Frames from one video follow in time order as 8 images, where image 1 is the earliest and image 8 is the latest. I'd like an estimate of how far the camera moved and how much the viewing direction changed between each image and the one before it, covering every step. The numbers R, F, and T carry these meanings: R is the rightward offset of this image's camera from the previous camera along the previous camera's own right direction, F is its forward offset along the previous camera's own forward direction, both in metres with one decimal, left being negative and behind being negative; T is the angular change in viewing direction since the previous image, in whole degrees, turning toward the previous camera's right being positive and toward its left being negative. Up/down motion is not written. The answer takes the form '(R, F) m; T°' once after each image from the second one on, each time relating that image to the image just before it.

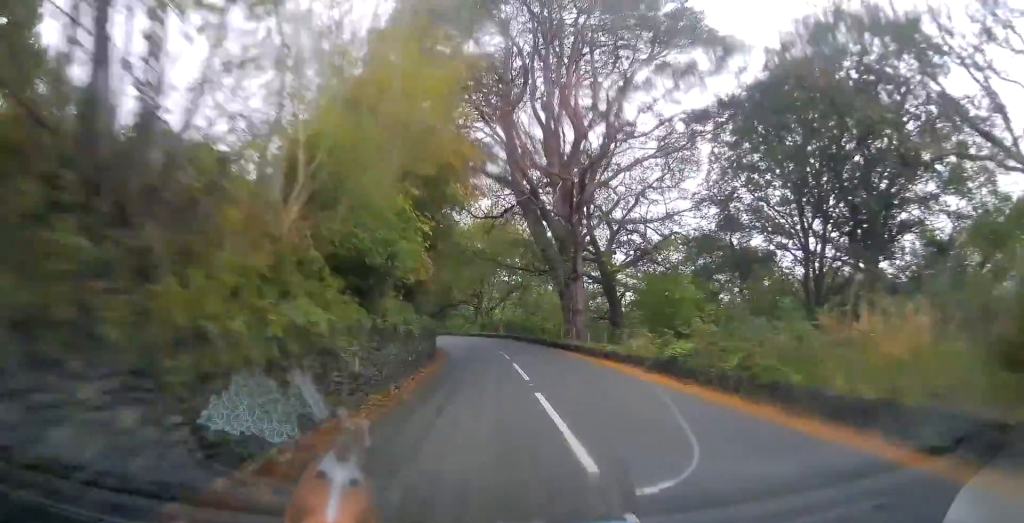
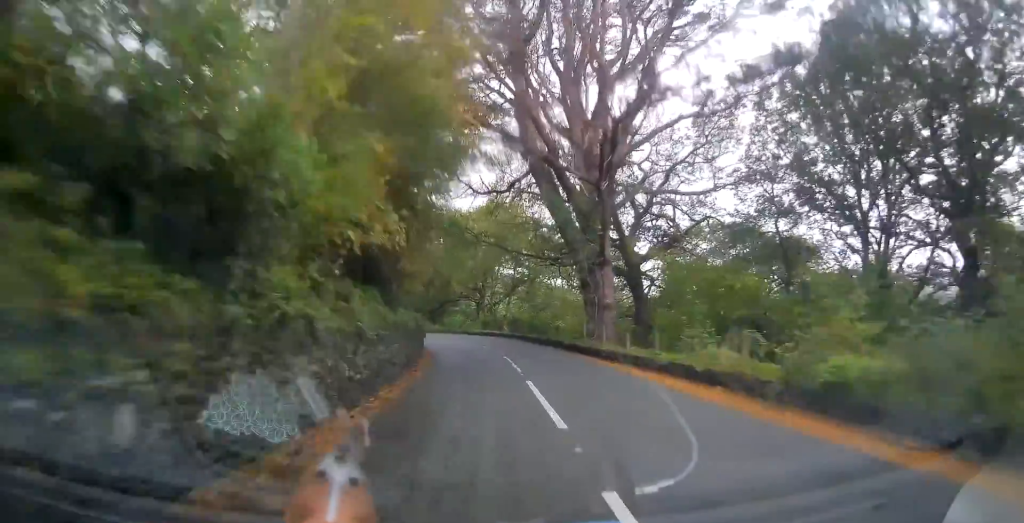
(+0.1, +6.9) m; -1°
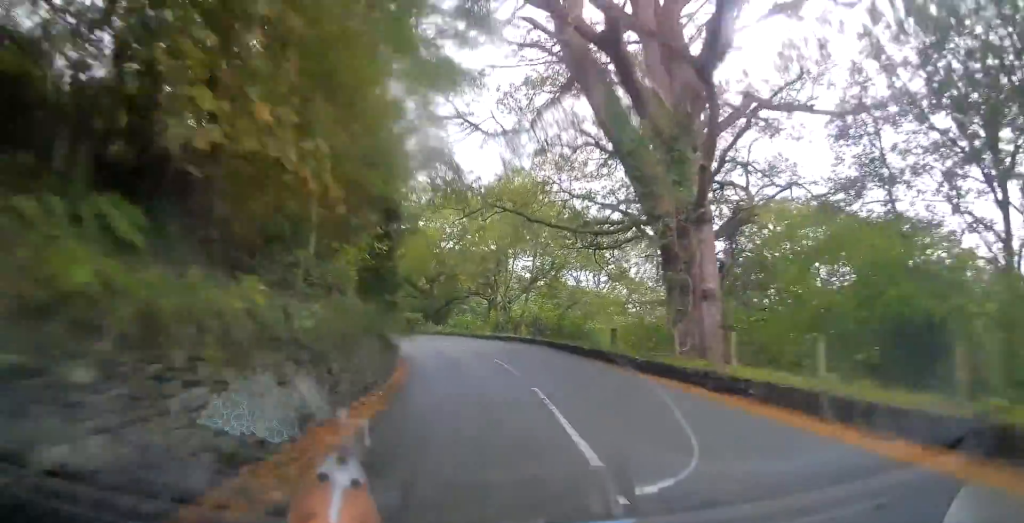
(-0.2, +10.7) m; -3°
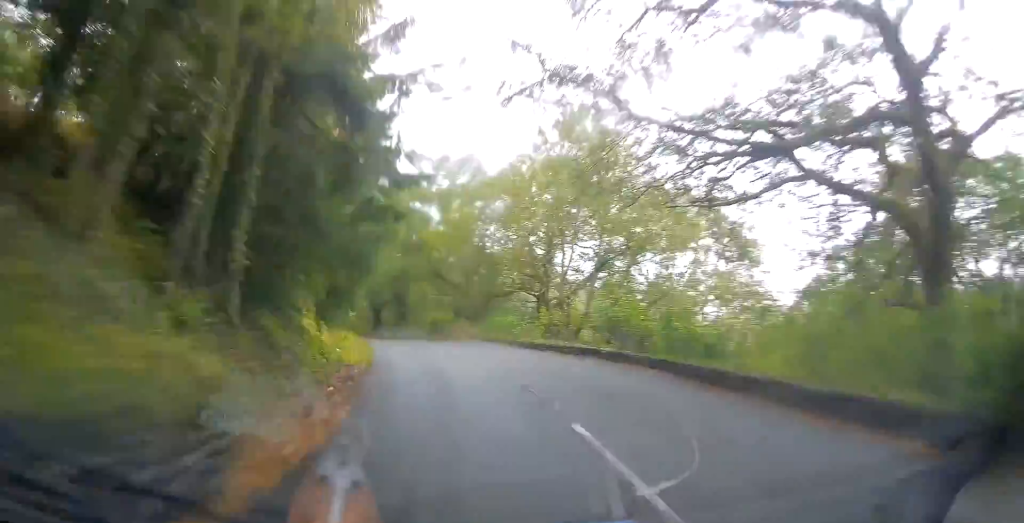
(-0.6, +13.1) m; -5°
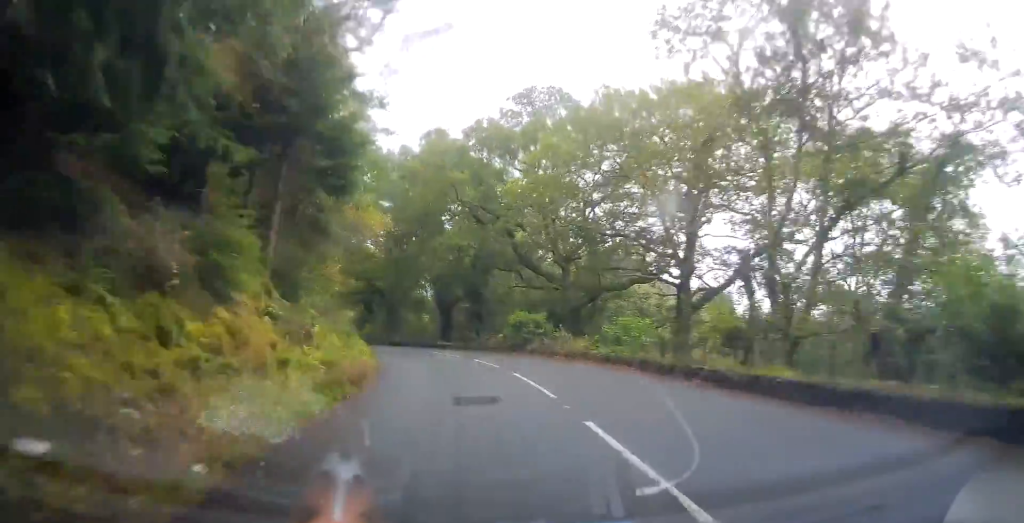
(-1.2, +16.8) m; -7°
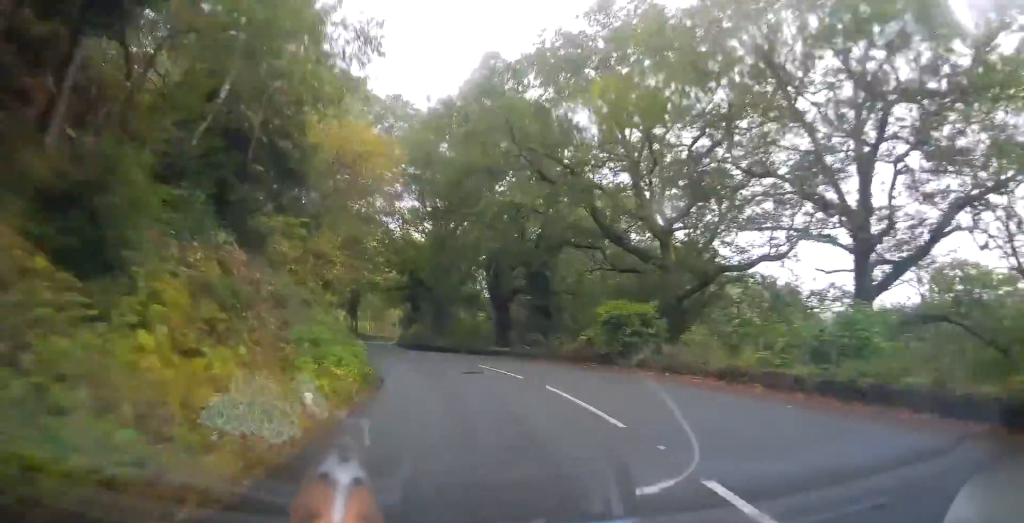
(-0.4, +11.3) m; -4°
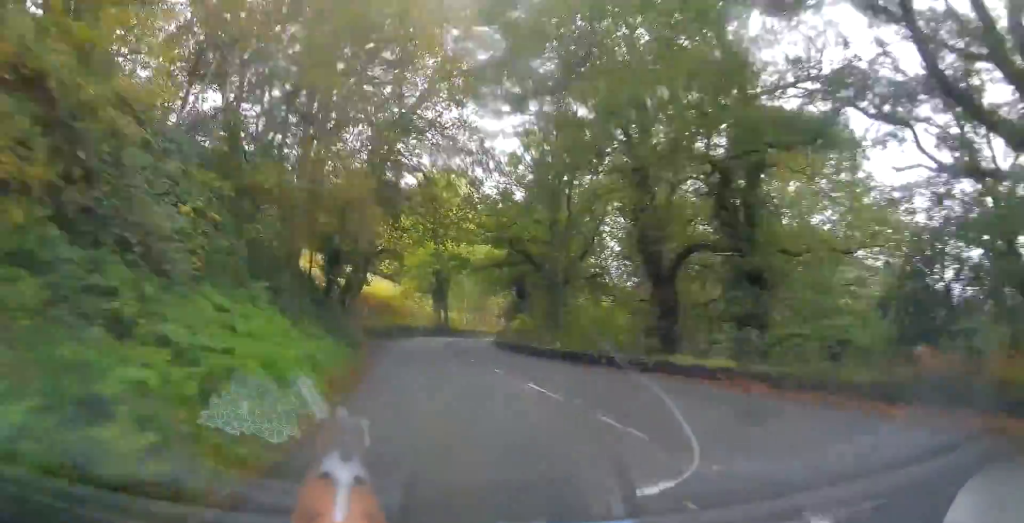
(-0.8, +17.8) m; -6°
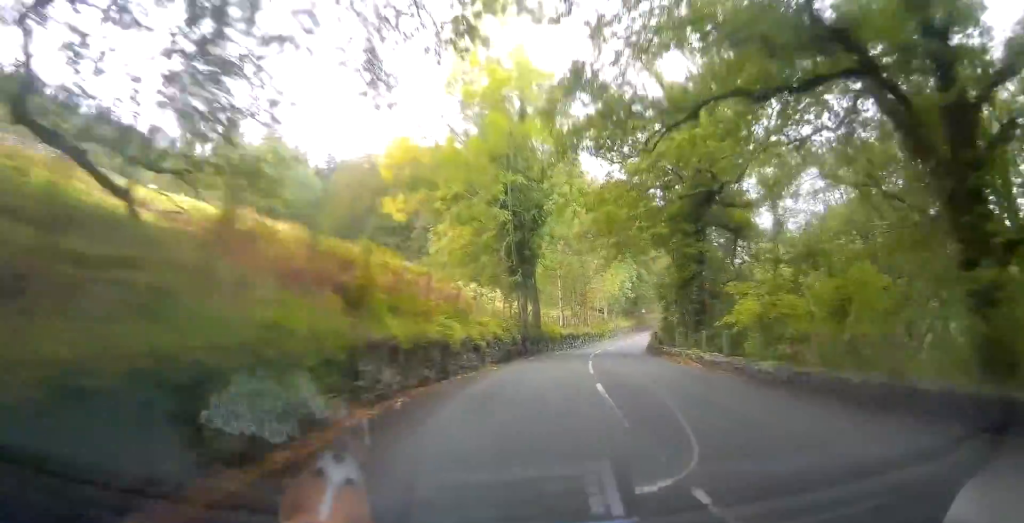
(-3.4, +34.2) m; -7°
